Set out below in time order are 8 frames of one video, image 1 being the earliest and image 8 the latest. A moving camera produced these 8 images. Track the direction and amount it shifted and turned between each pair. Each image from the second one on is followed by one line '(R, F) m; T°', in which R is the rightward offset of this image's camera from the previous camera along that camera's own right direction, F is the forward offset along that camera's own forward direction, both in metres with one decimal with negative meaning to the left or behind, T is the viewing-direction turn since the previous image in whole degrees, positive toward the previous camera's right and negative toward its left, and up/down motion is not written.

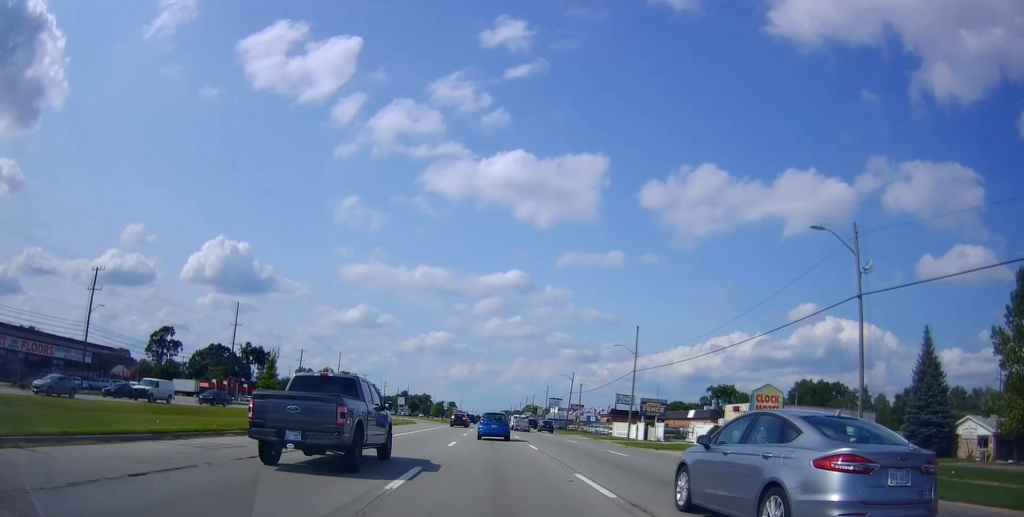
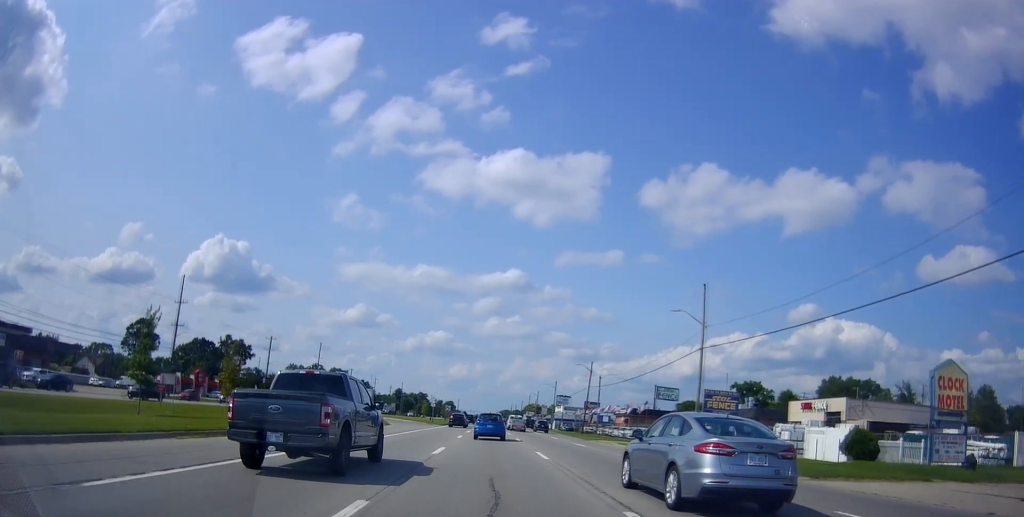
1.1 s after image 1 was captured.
(-0.6, +20.1) m; 0°
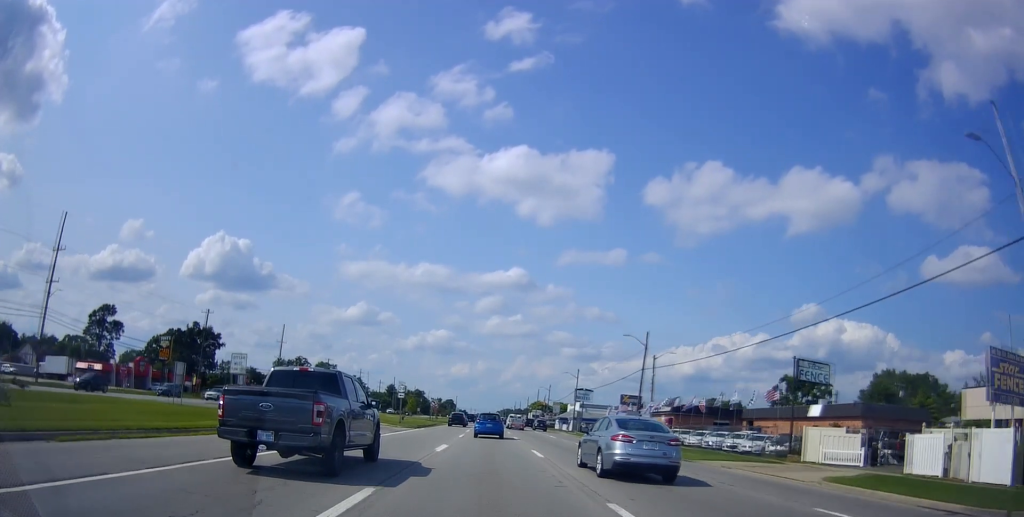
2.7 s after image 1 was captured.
(+0.8, +29.9) m; +1°
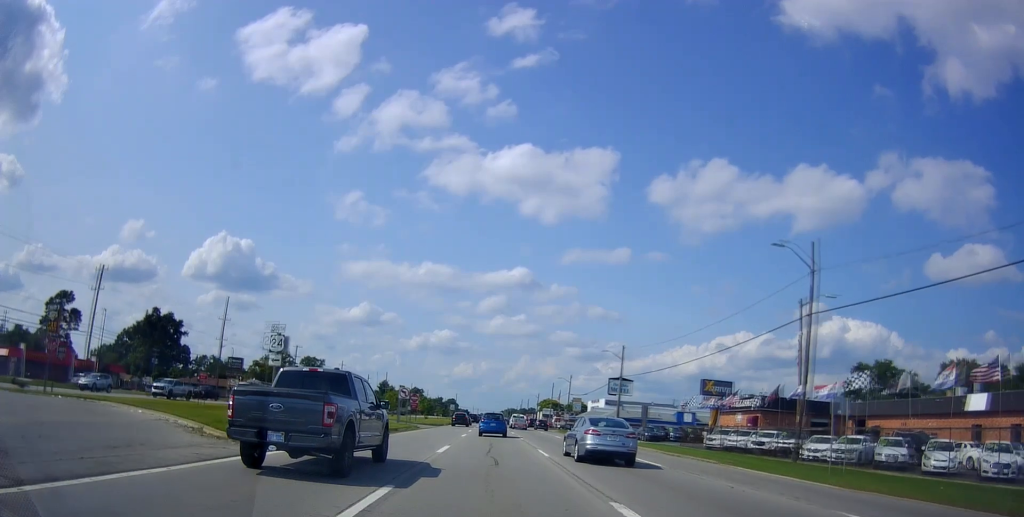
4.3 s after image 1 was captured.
(0.0, +30.9) m; -1°
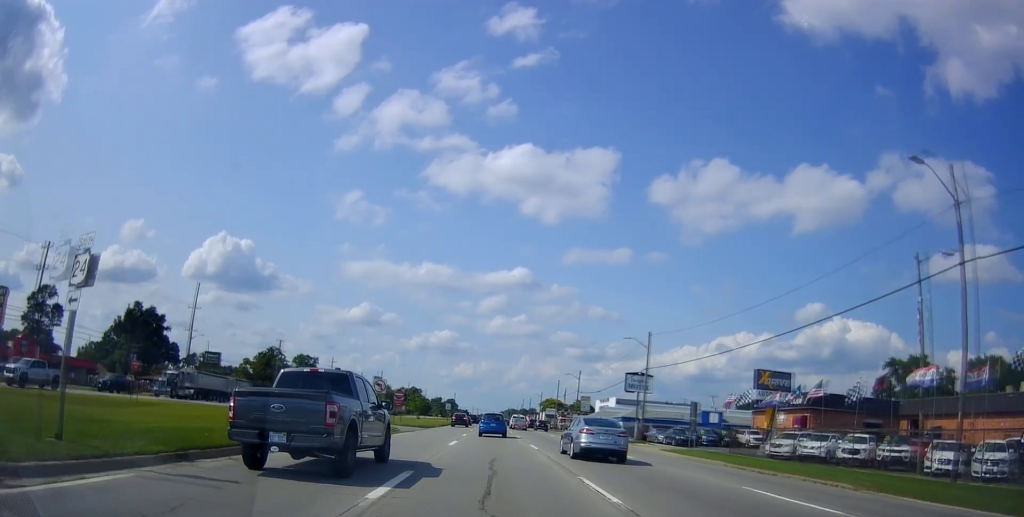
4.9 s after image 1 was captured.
(-0.4, +11.3) m; 0°
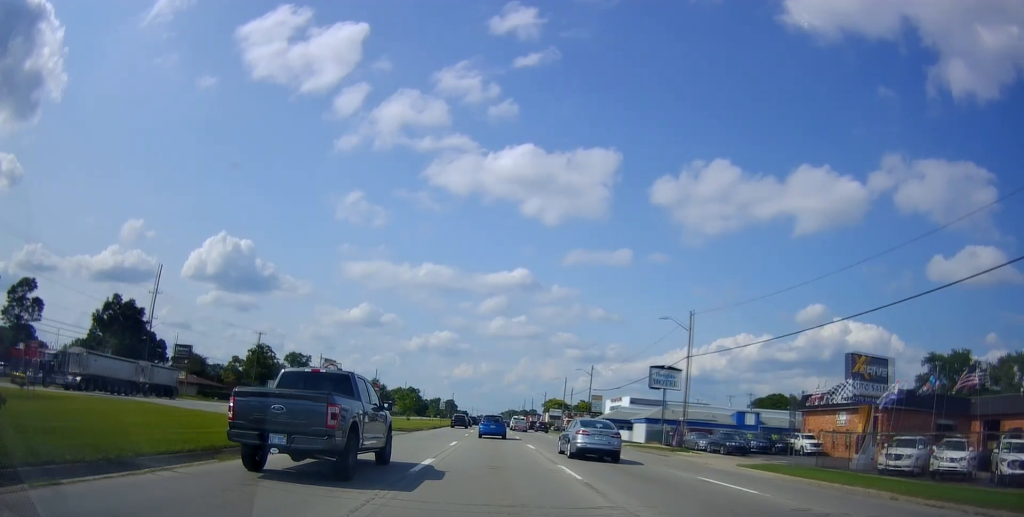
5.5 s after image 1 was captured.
(0.0, +12.0) m; 0°
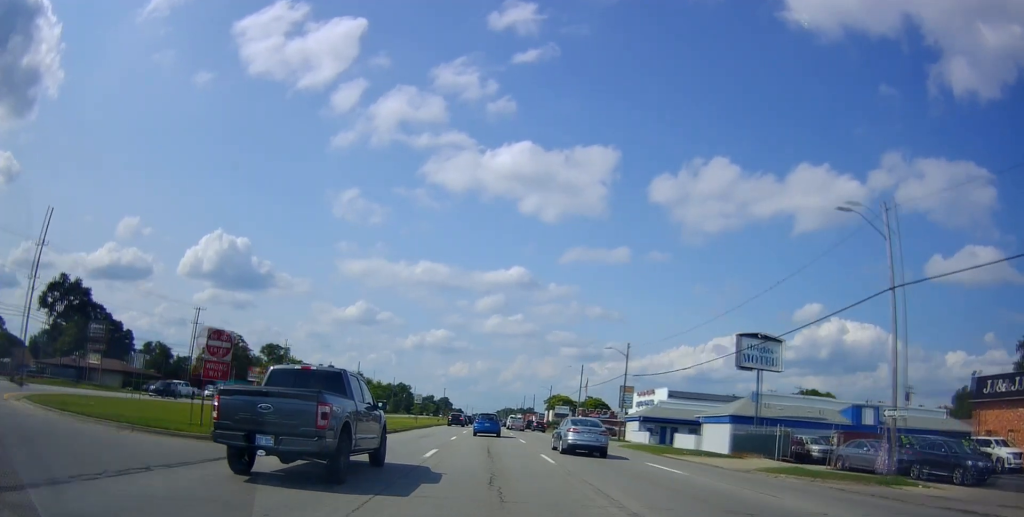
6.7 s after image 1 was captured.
(+0.4, +25.0) m; +1°
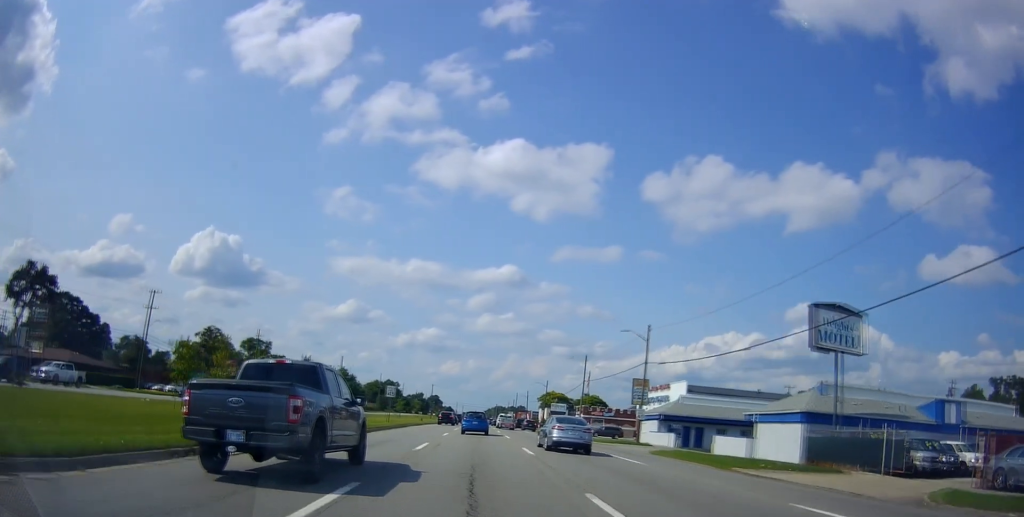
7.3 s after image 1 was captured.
(-0.1, +11.7) m; 0°
